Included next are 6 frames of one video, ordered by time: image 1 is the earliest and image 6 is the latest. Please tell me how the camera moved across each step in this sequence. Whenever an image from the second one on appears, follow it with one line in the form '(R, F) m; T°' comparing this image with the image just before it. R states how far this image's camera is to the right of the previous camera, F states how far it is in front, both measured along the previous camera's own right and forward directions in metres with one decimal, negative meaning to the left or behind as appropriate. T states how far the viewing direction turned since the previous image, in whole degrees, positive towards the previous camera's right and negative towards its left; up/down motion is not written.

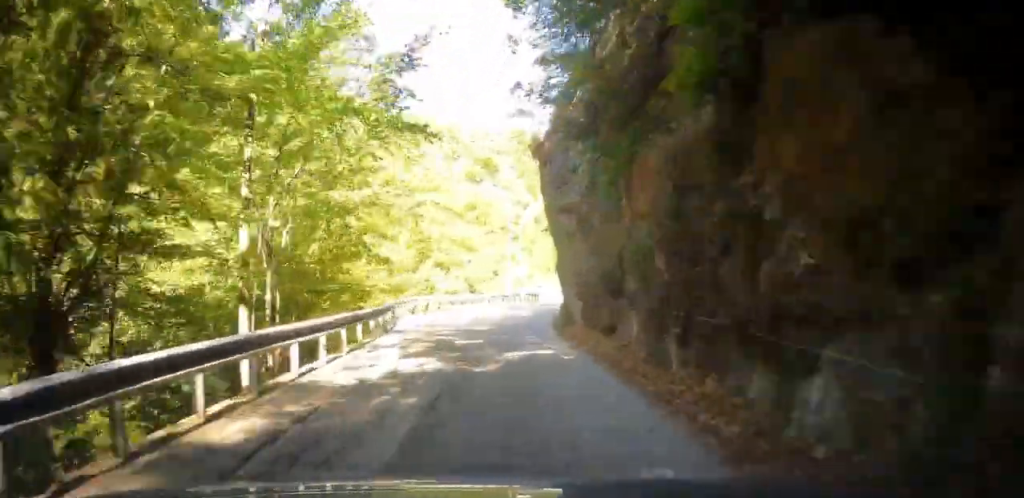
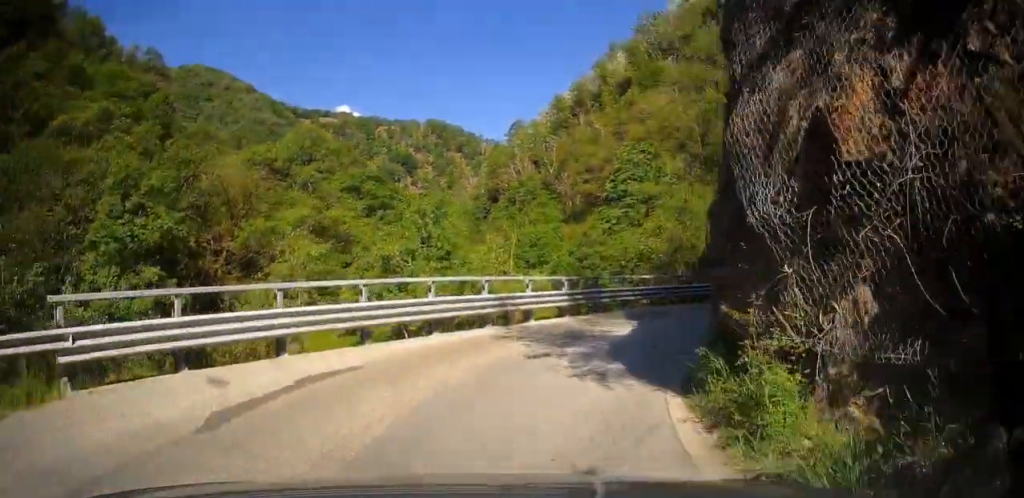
(+0.4, +68.3) m; +5°
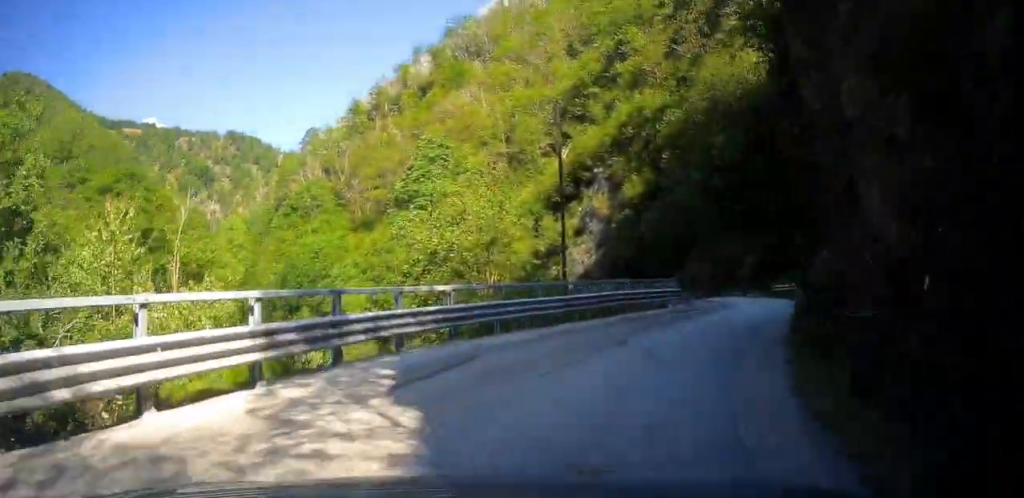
(+1.0, +14.7) m; +8°
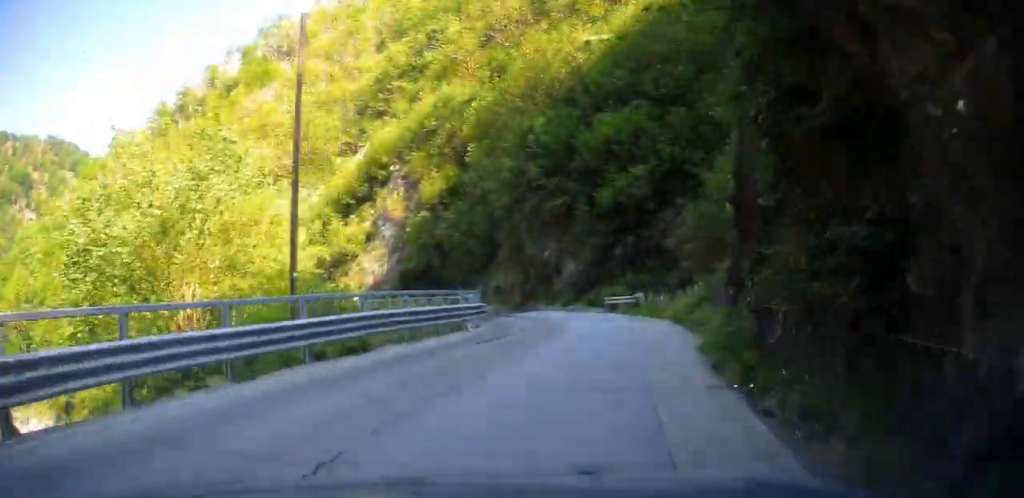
(+0.4, +9.4) m; +5°
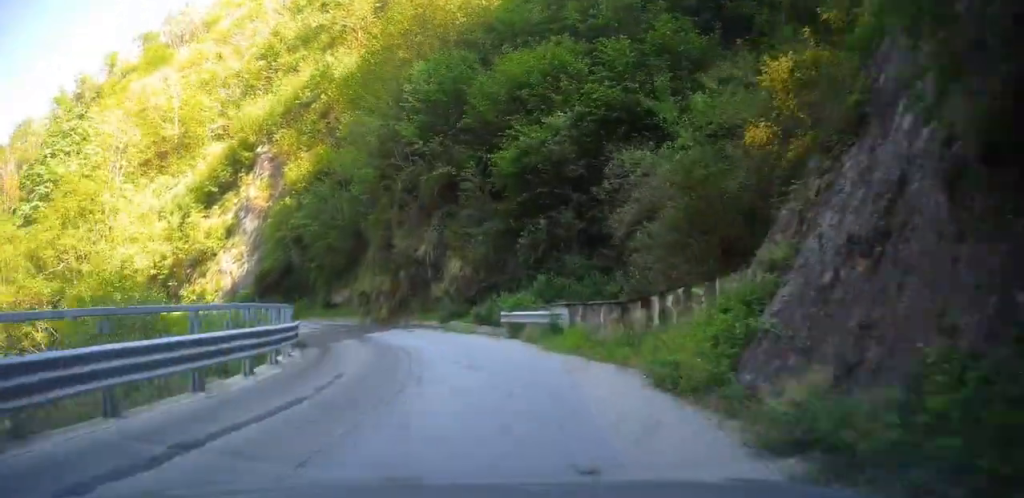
(+0.6, +10.6) m; +3°
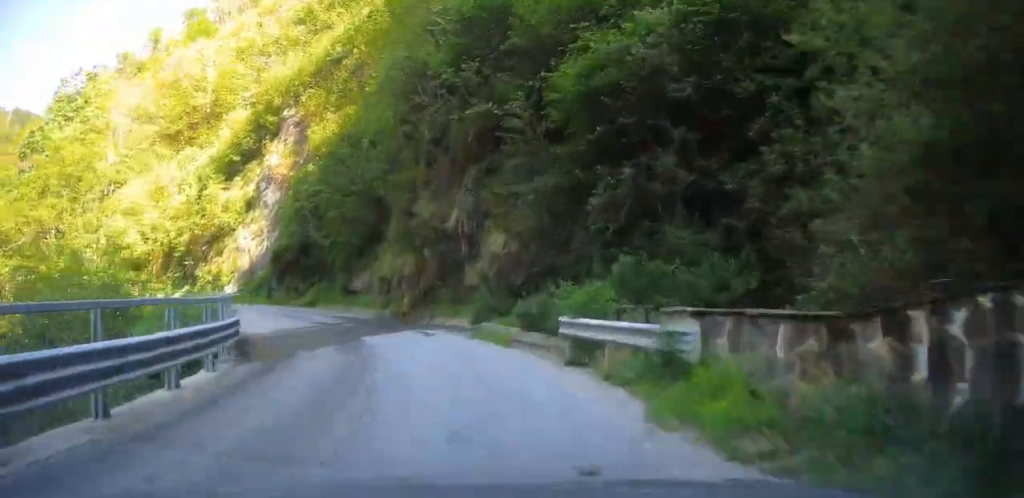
(+0.1, +7.4) m; +1°
